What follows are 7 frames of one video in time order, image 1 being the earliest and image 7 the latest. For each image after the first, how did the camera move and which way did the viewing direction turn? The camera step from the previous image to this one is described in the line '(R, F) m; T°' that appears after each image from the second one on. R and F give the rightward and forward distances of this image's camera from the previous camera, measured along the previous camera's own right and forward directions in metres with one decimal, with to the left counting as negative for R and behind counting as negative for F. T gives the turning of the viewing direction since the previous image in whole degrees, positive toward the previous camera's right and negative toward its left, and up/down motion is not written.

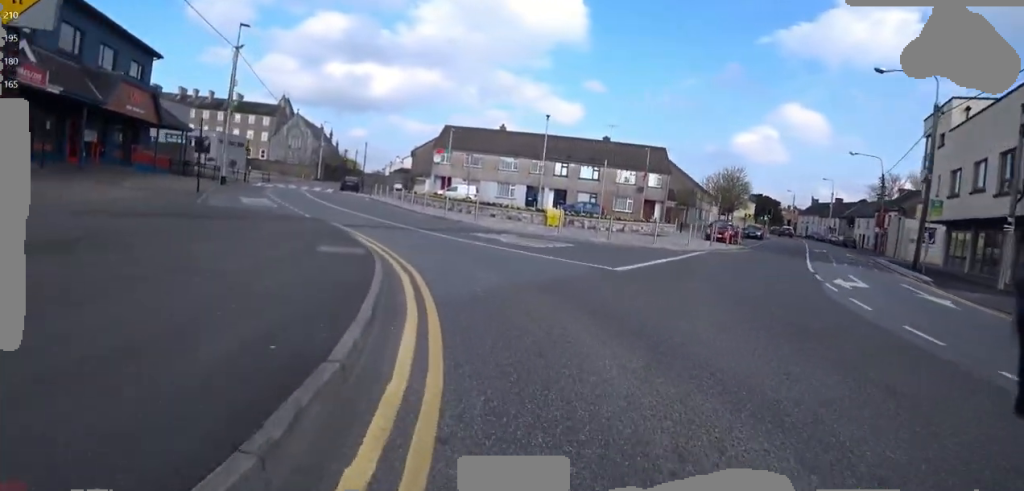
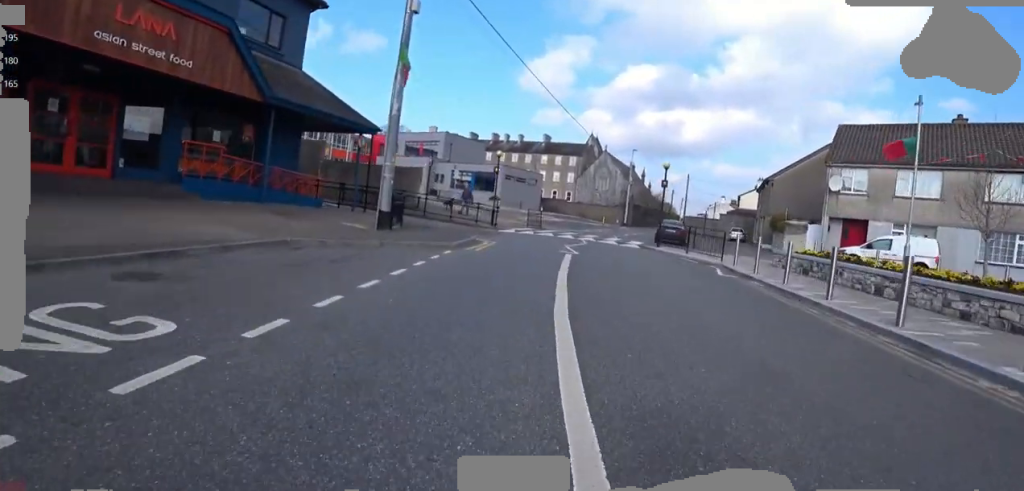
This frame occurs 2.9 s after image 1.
(-3.5, +18.3) m; -18°
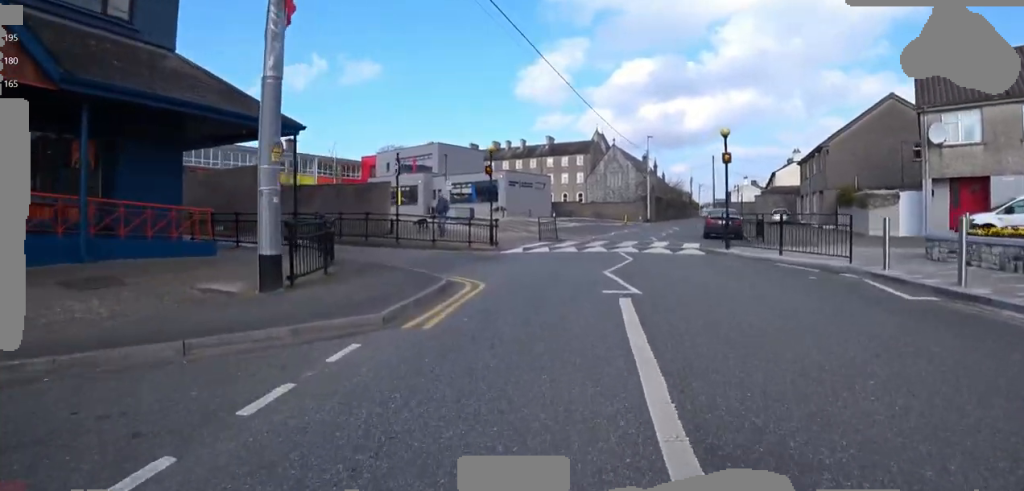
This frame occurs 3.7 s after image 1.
(0.0, +5.6) m; +4°
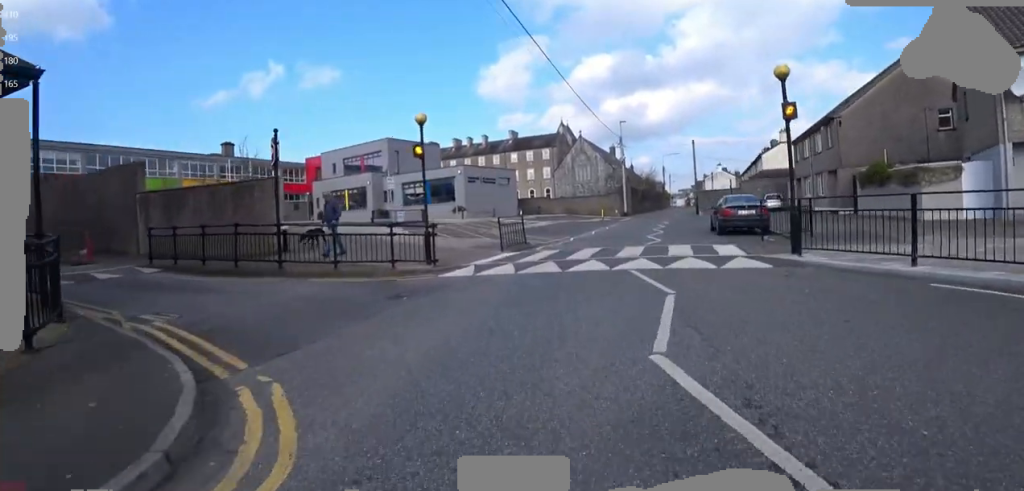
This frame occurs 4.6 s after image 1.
(+0.2, +5.3) m; +6°
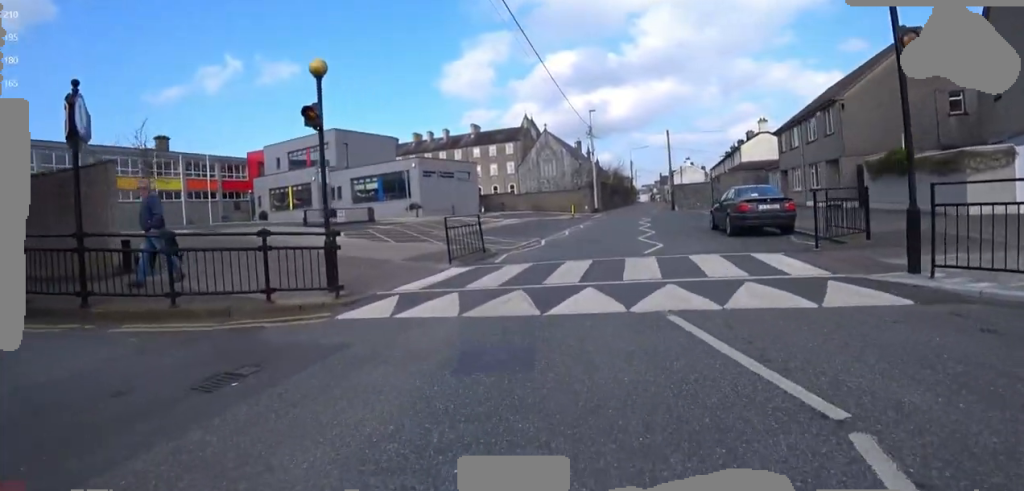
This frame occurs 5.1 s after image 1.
(+0.4, +3.8) m; +4°
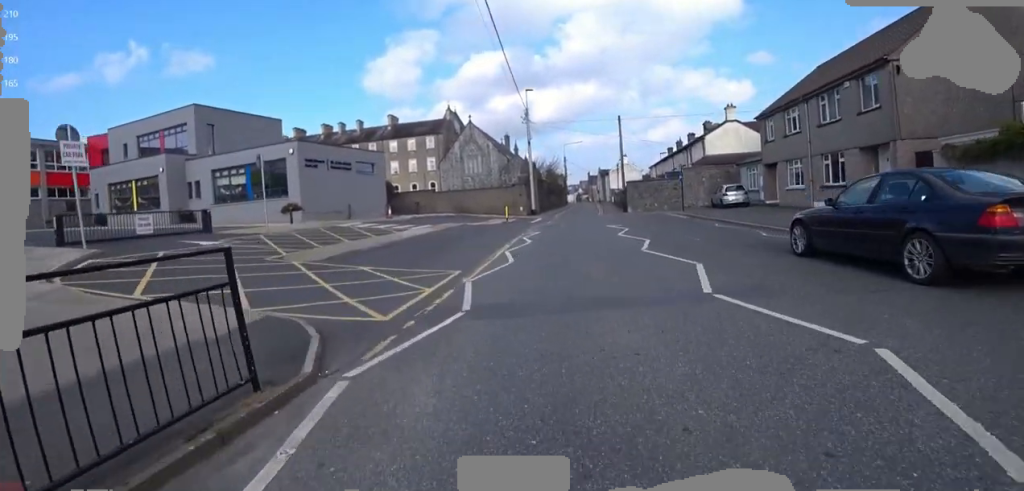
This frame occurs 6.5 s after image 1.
(+0.4, +8.4) m; +8°
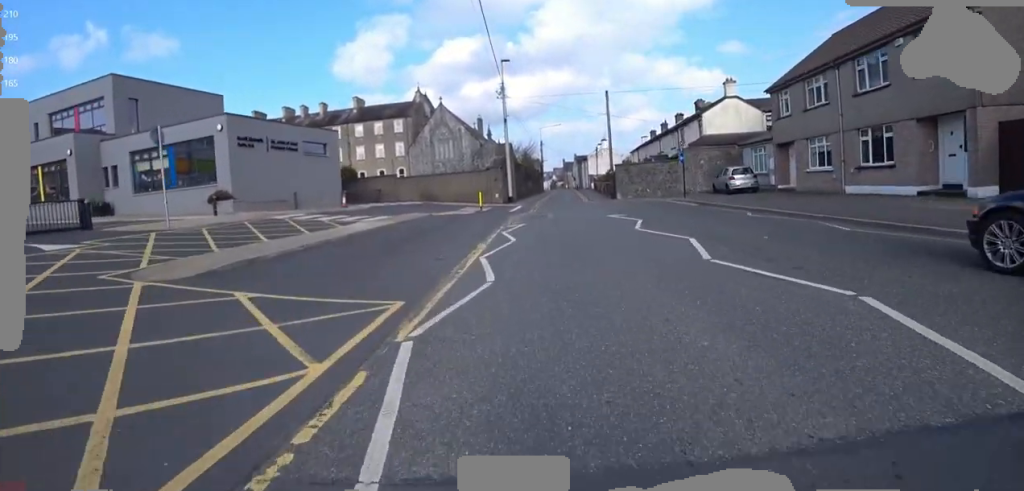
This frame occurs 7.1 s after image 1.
(+0.5, +4.0) m; 0°
